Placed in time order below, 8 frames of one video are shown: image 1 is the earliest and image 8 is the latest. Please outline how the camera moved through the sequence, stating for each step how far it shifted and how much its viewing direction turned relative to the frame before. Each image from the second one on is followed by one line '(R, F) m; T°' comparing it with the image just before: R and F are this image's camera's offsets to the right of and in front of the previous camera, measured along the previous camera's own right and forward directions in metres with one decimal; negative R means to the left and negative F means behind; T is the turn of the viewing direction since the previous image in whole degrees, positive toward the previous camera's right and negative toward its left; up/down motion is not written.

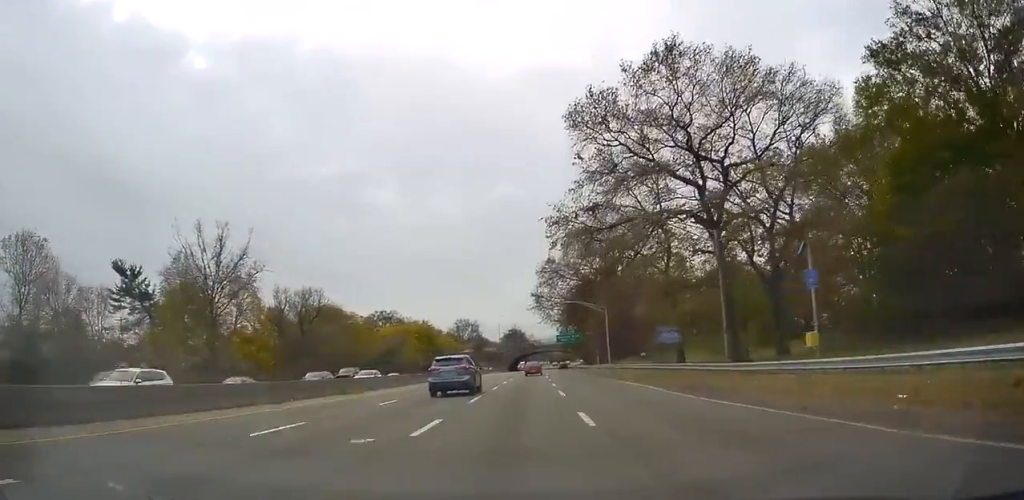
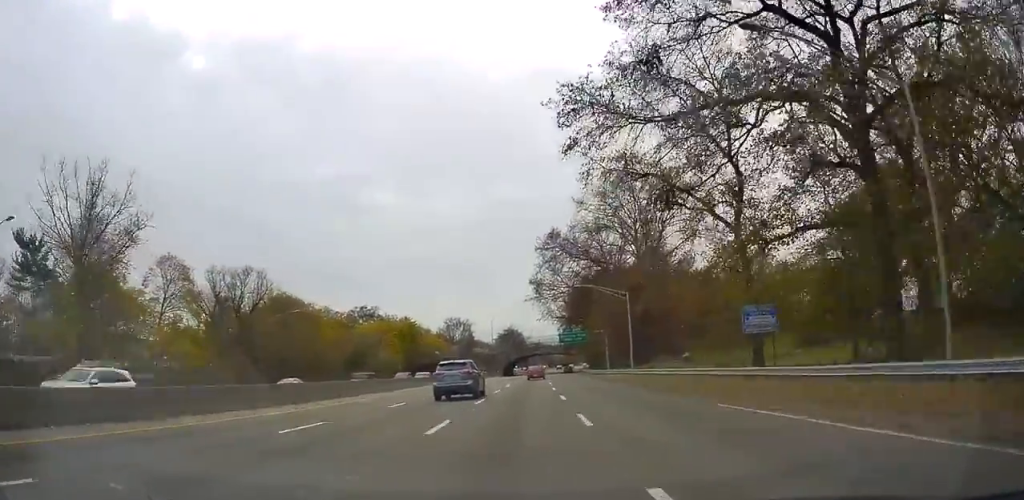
(-0.4, +19.4) m; 0°
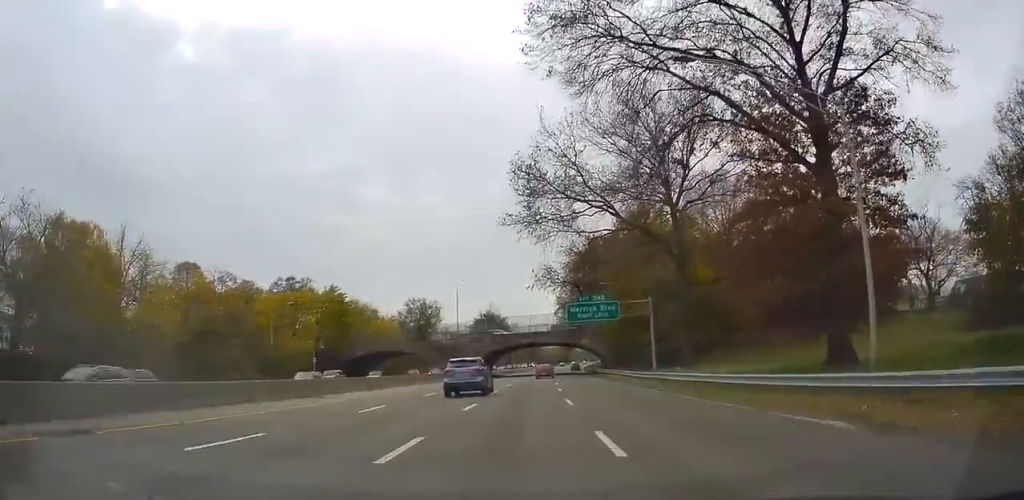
(+0.6, +44.5) m; 0°
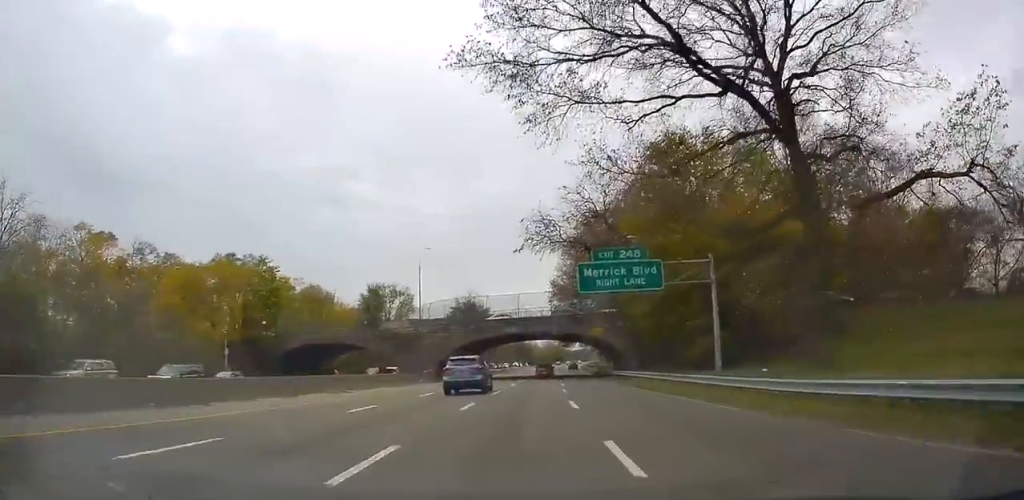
(-0.1, +22.1) m; 0°
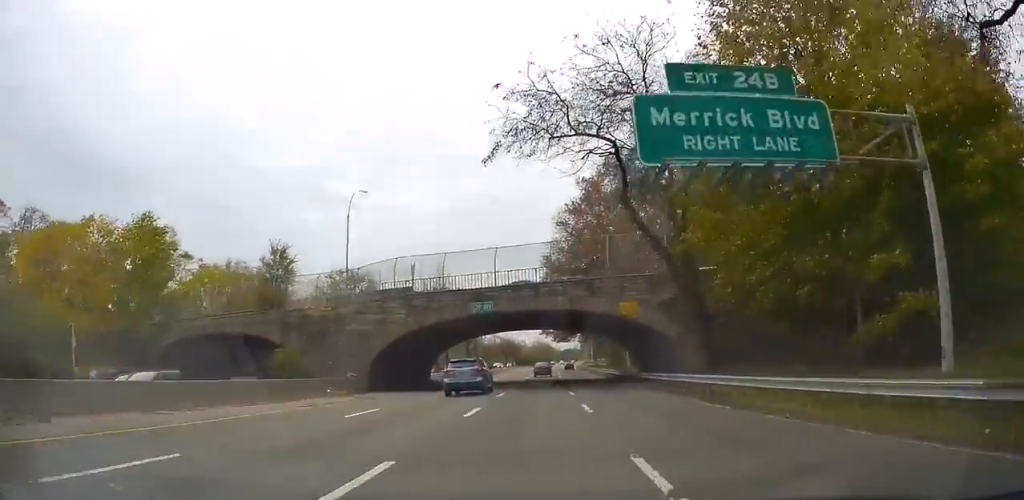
(-0.1, +21.5) m; +1°
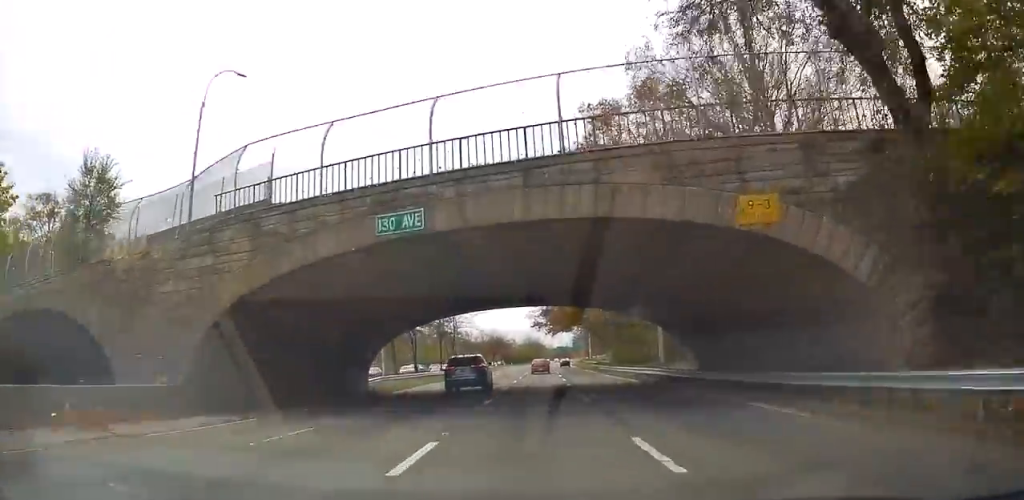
(+0.5, +18.9) m; +1°
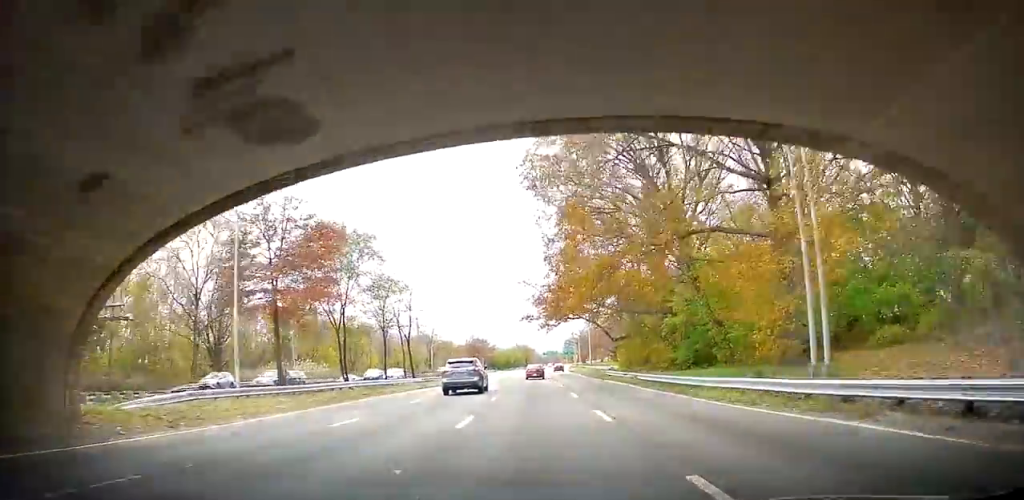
(0.0, +24.5) m; 0°
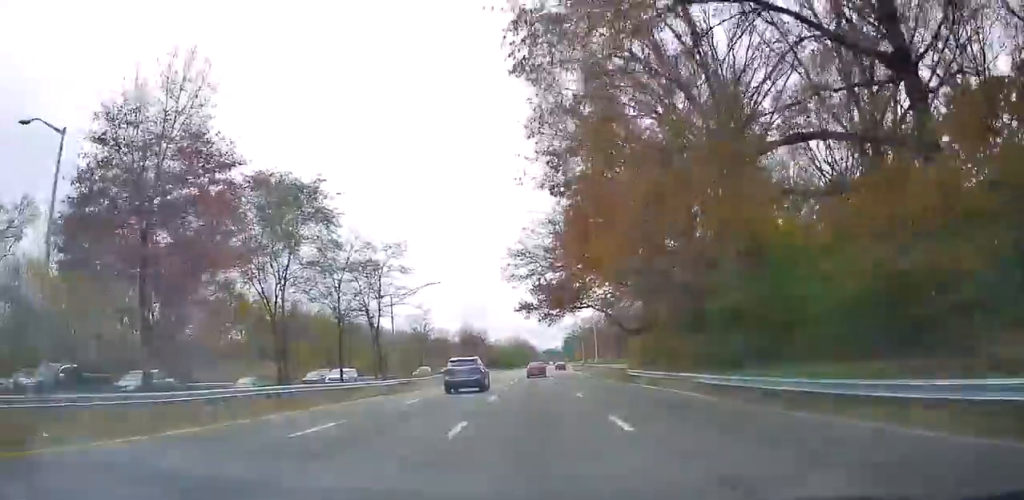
(0.0, +12.2) m; 0°
